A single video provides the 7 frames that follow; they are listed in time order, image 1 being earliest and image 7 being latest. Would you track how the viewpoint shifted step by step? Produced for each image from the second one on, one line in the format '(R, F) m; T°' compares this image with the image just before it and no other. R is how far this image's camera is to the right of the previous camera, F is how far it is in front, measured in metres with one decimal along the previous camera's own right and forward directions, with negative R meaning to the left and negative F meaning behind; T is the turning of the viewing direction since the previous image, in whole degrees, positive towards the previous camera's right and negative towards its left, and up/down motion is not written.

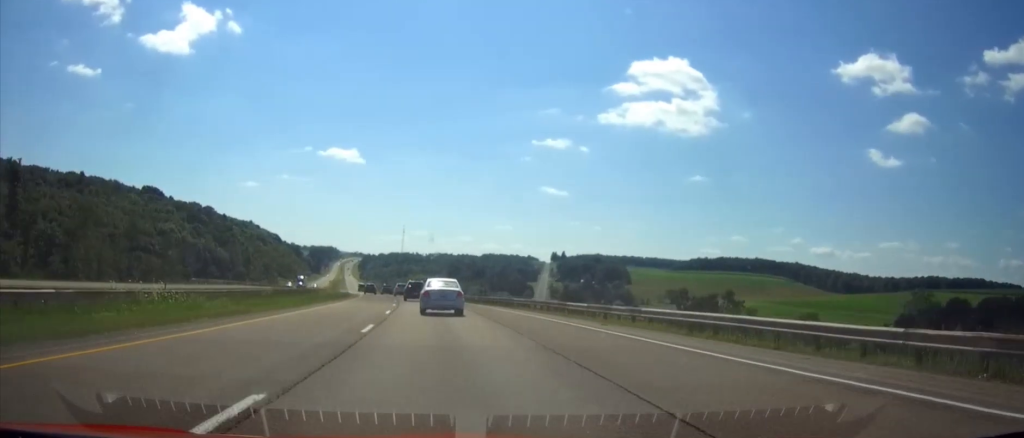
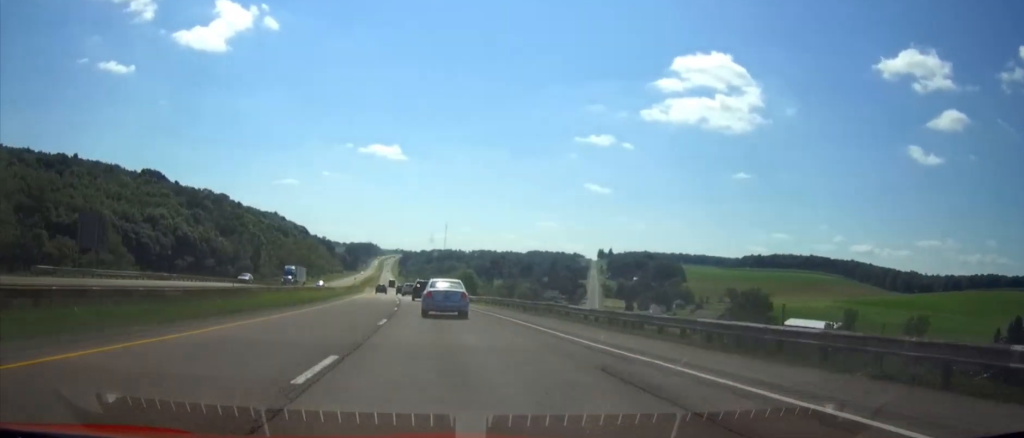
(-1.2, +45.0) m; -3°
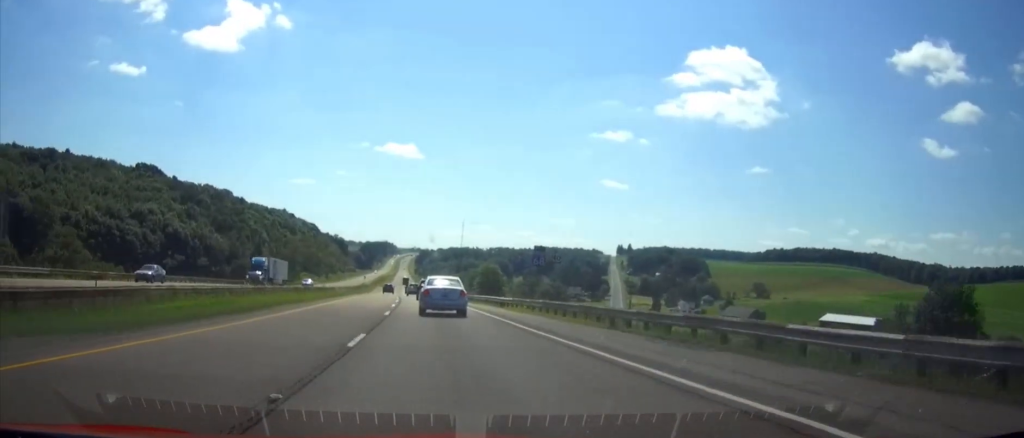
(-0.4, +20.6) m; -2°
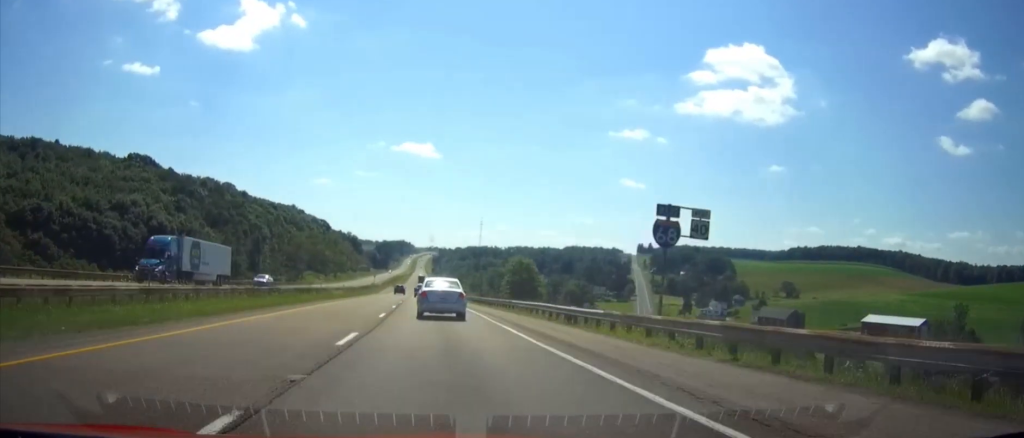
(-0.4, +22.6) m; -1°
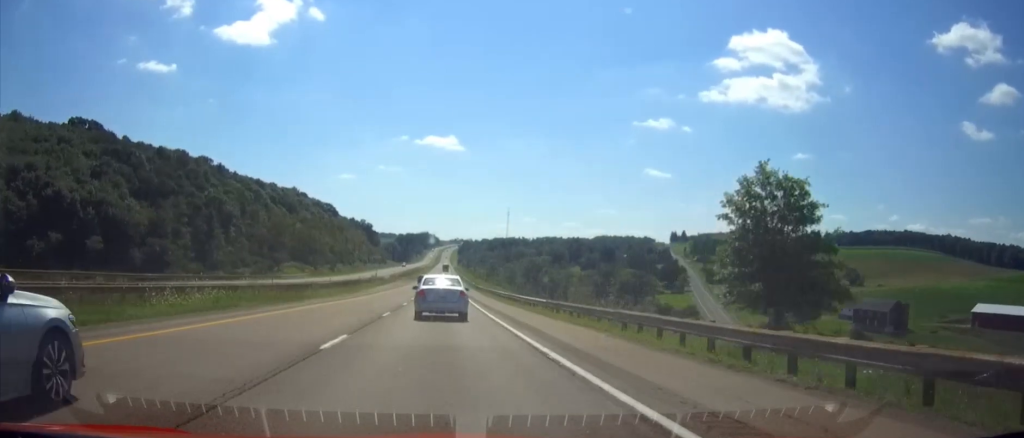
(-1.8, +62.6) m; -2°
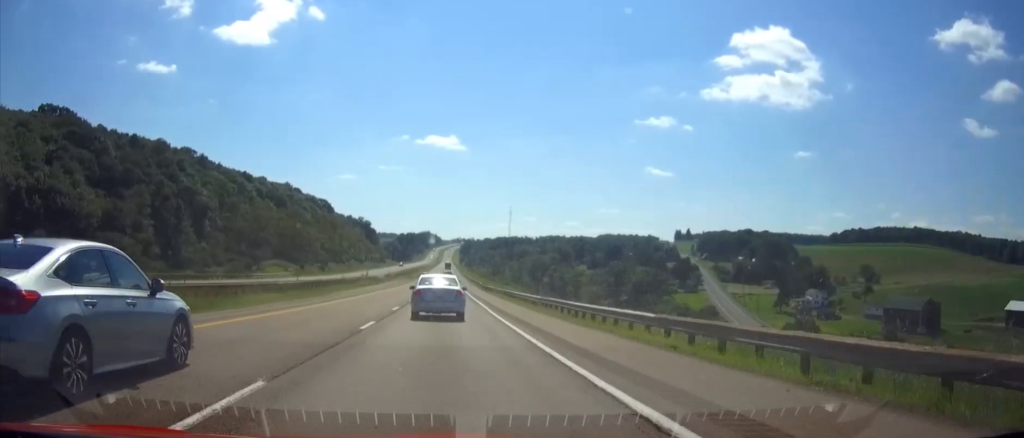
(-0.1, +19.5) m; 0°
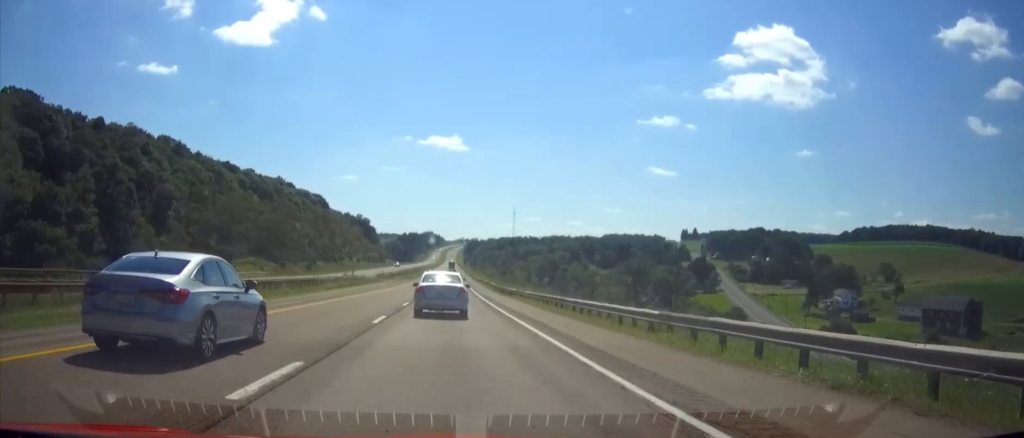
(+0.1, +22.5) m; 0°
